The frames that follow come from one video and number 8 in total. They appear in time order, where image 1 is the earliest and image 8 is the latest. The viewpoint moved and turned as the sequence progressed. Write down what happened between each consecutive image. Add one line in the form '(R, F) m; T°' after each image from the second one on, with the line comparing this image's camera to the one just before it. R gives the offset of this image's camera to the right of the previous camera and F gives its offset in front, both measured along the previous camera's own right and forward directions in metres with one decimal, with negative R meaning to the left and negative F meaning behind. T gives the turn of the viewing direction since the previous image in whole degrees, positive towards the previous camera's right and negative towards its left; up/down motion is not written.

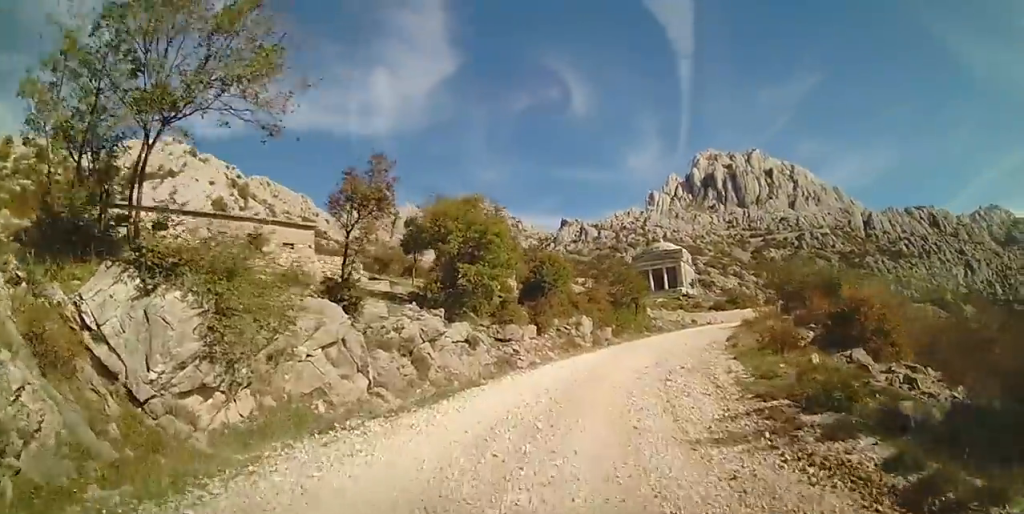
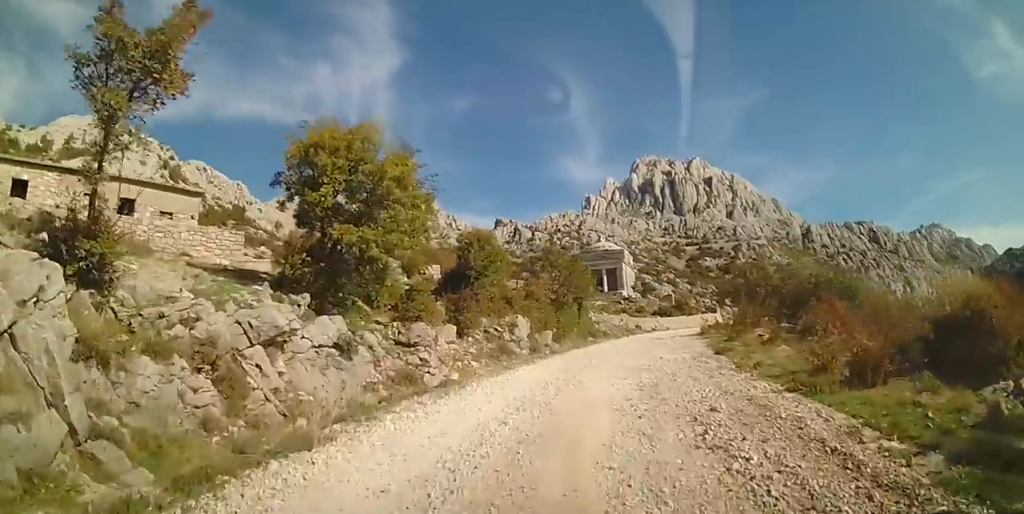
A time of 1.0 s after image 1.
(+0.4, +5.8) m; +6°
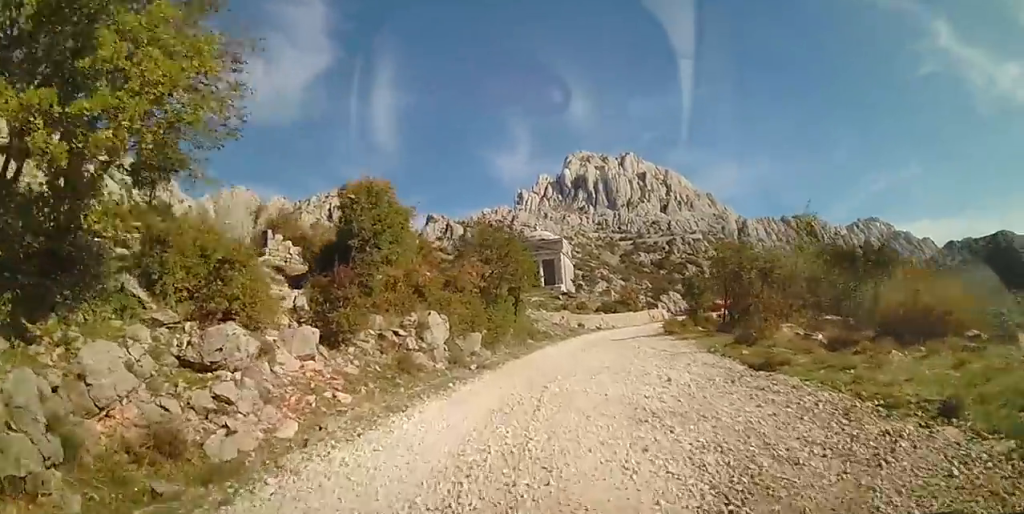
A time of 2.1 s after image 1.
(+0.3, +6.8) m; +5°
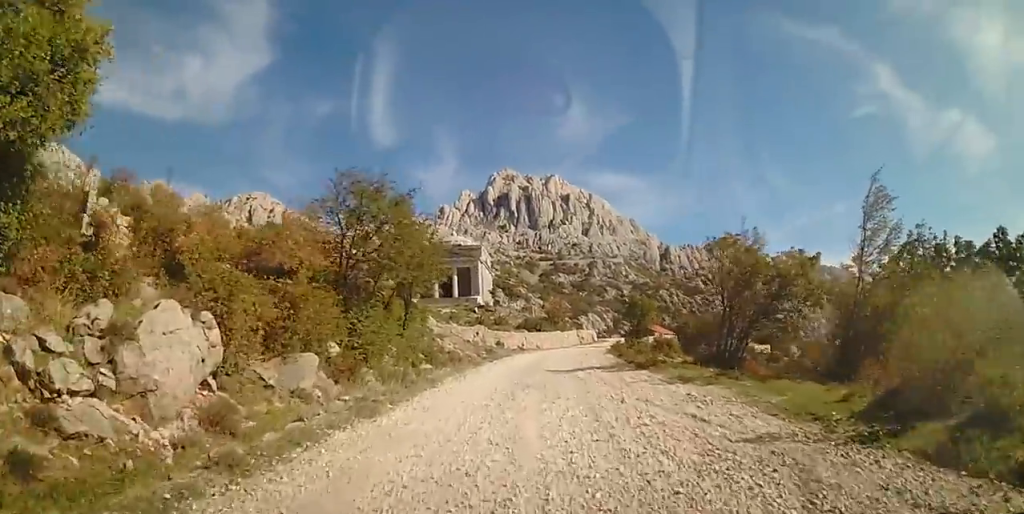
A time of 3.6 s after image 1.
(+0.9, +9.1) m; +9°
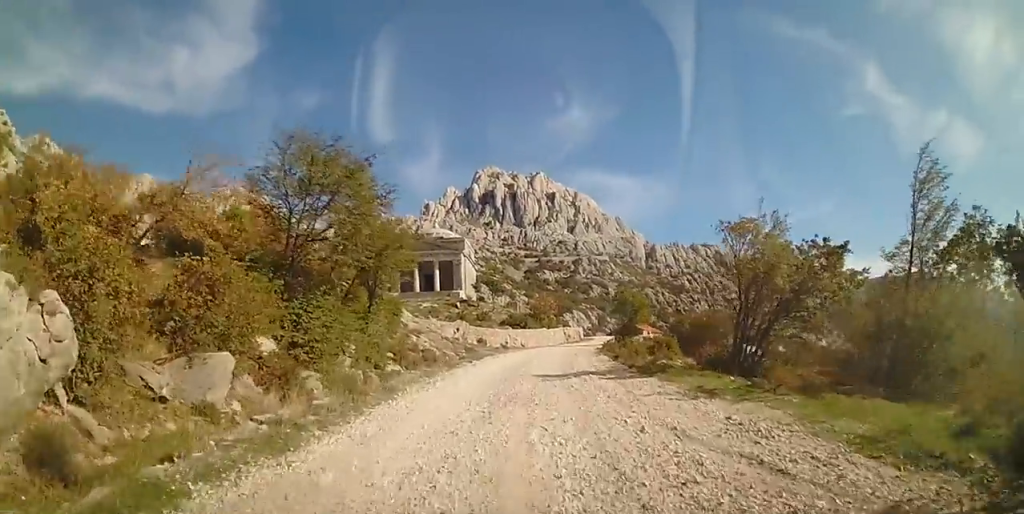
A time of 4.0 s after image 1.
(-0.1, +2.6) m; -1°
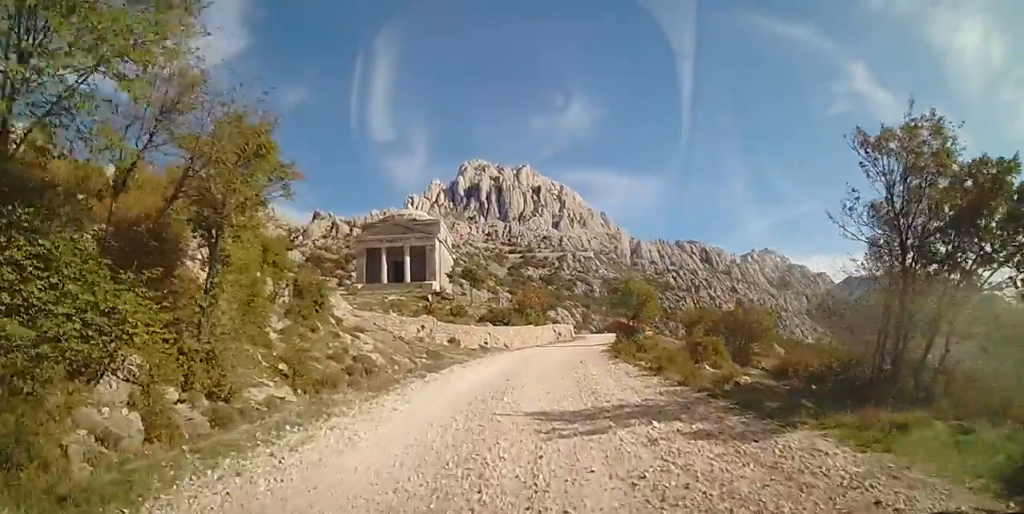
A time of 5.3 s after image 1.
(-0.2, +7.6) m; +2°
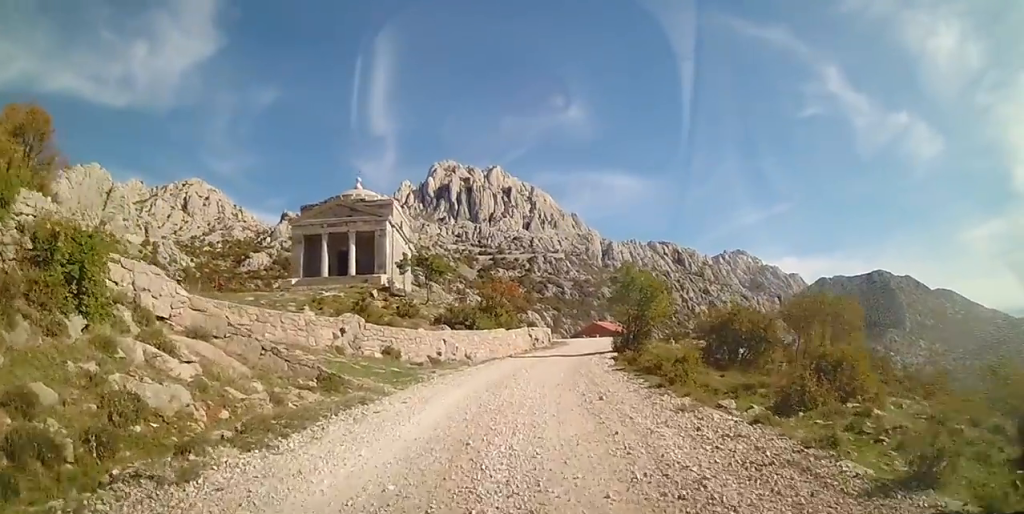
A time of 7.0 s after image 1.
(+0.6, +9.2) m; +5°
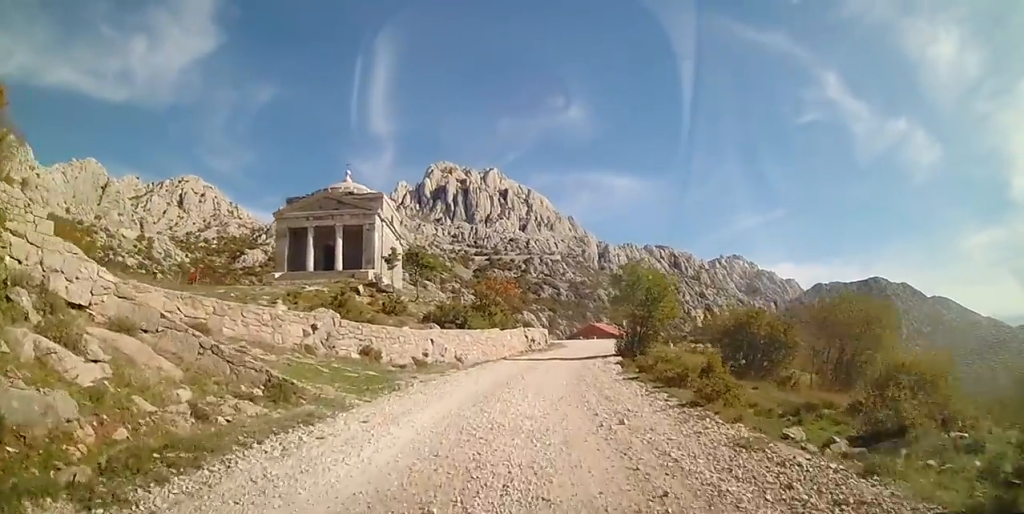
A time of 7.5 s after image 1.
(-0.1, +2.3) m; 0°
